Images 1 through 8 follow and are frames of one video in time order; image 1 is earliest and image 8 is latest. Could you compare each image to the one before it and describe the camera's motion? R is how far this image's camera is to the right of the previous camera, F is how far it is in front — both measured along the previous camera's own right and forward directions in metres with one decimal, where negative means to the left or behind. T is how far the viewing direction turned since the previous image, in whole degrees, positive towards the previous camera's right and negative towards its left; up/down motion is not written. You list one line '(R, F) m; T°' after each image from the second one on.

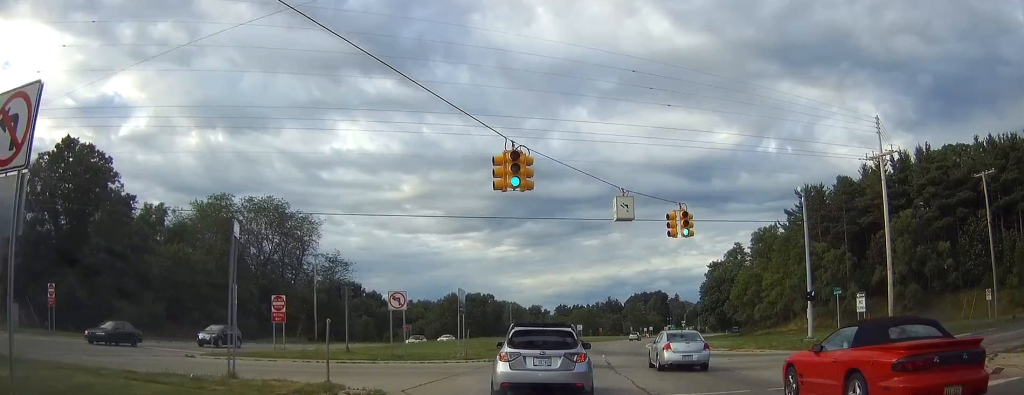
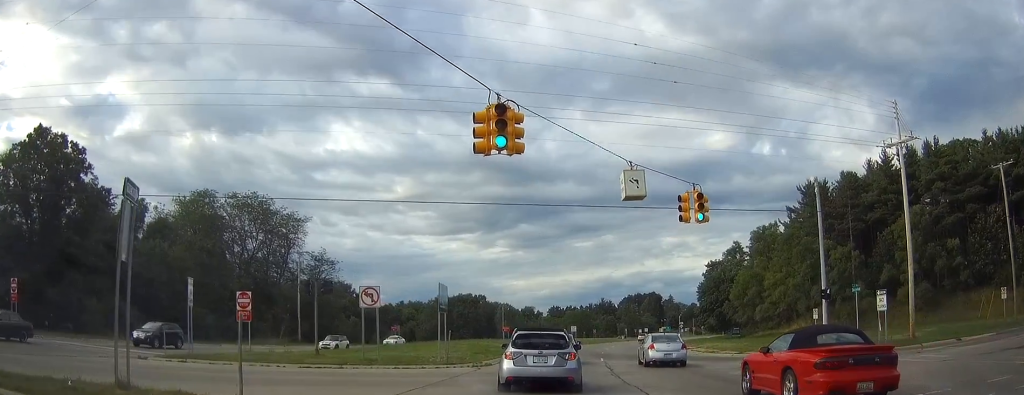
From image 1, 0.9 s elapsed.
(0.0, +3.5) m; +2°
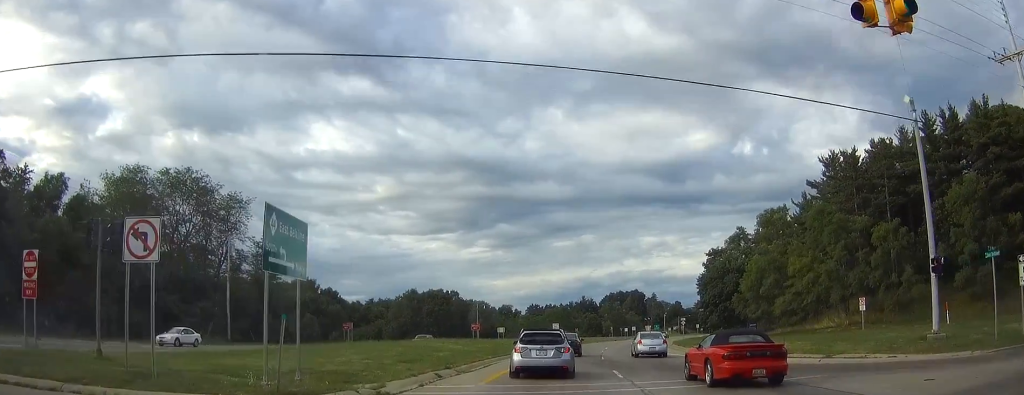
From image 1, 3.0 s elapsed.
(+0.4, +15.0) m; +2°
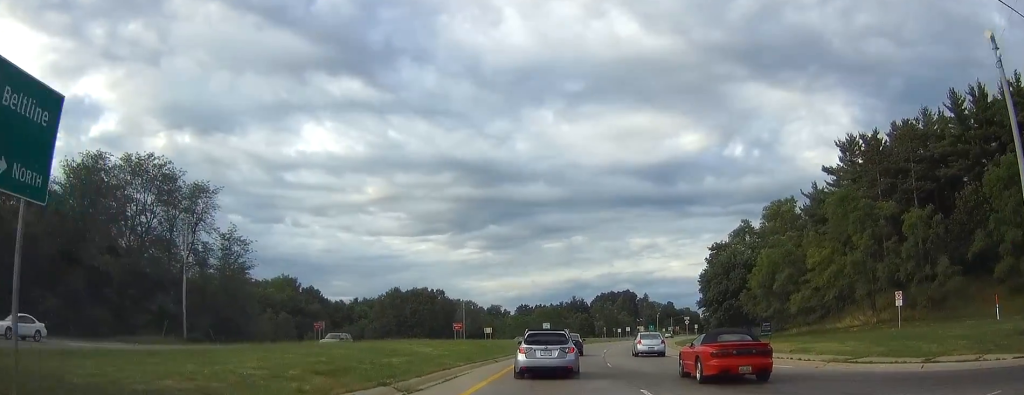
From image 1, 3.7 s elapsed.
(0.0, +7.9) m; +1°
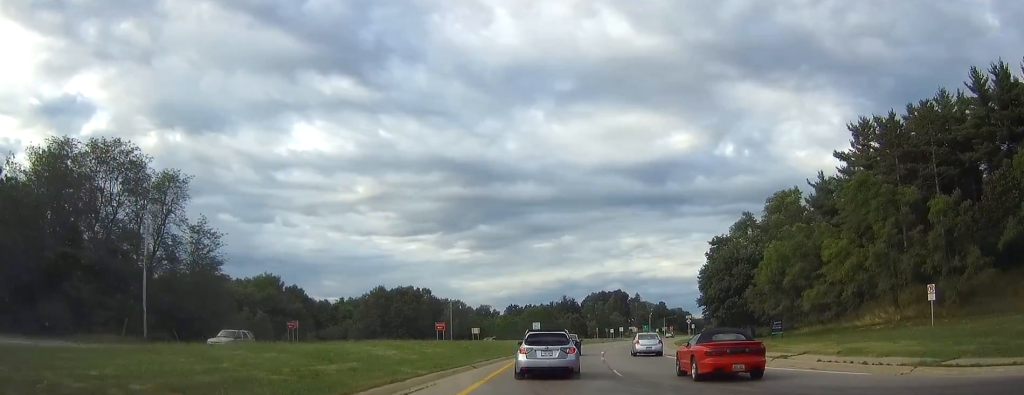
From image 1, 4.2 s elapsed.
(+0.1, +6.3) m; +1°
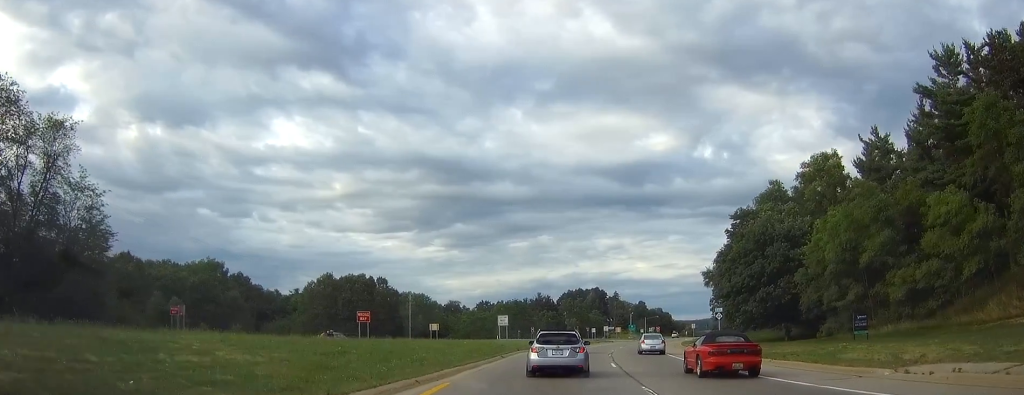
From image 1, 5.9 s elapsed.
(+0.5, +22.8) m; +2°
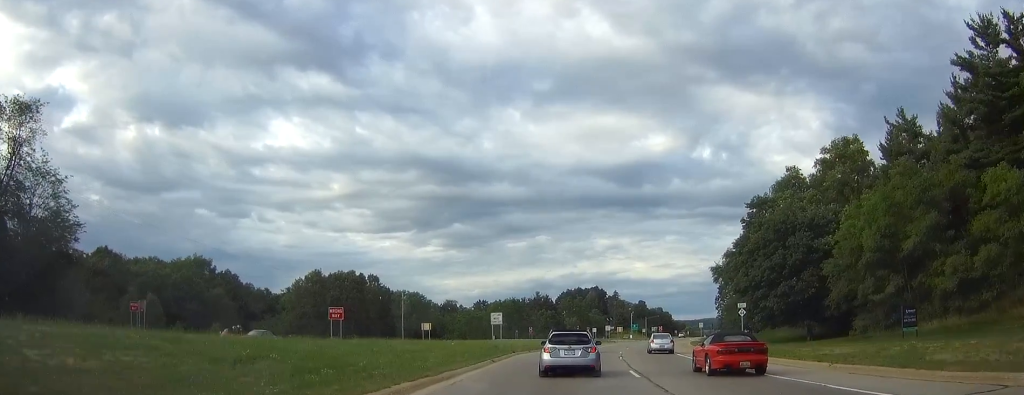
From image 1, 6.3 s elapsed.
(0.0, +6.7) m; 0°
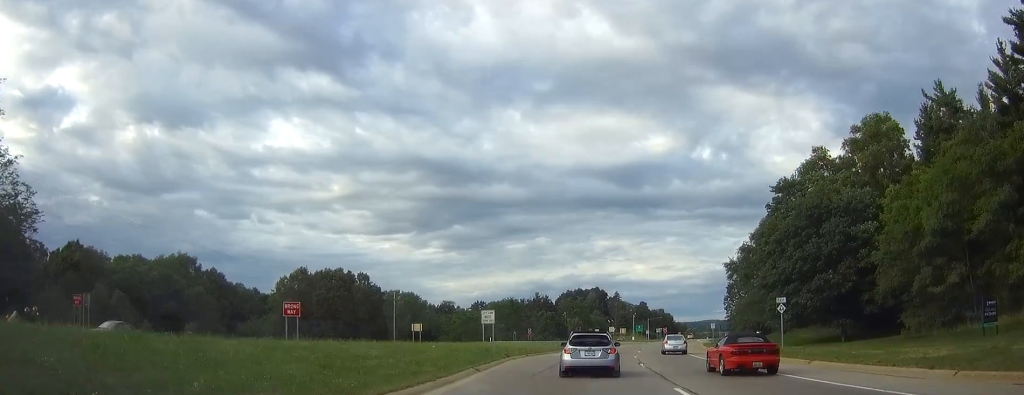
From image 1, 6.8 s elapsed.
(0.0, +8.1) m; 0°
